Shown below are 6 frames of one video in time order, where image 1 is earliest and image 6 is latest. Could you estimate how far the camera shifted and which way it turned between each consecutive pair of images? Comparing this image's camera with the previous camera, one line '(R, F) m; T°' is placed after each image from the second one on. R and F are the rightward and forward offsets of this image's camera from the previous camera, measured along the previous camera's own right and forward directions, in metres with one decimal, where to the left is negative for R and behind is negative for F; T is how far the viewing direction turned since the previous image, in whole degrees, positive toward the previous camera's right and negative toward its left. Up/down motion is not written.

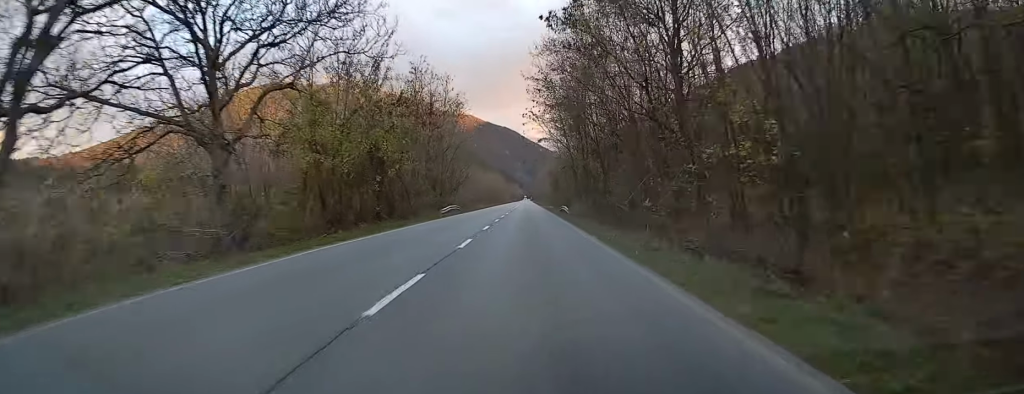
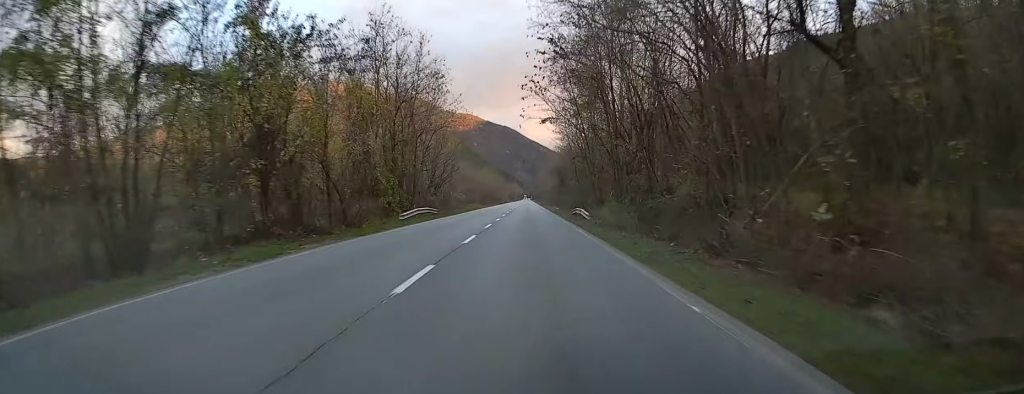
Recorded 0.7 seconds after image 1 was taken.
(0.0, +16.6) m; 0°
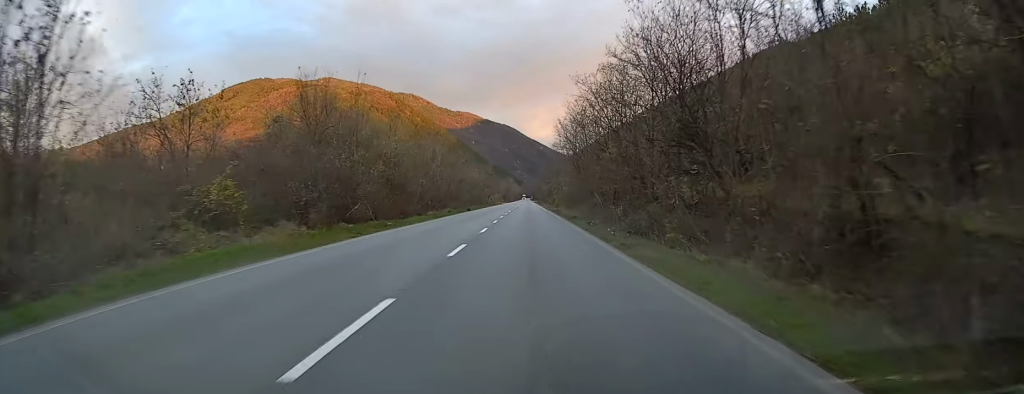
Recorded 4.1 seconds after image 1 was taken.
(0.0, +75.4) m; 0°
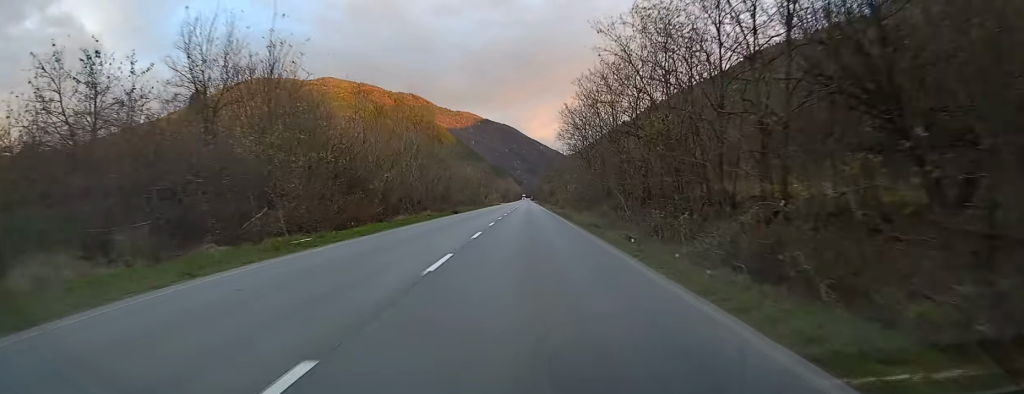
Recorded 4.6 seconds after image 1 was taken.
(-0.1, +11.9) m; 0°
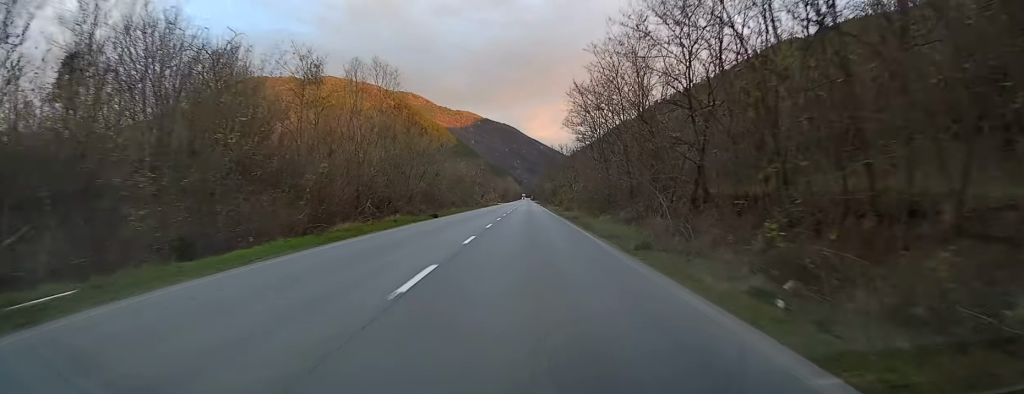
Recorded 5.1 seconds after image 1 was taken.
(-0.1, +11.2) m; 0°
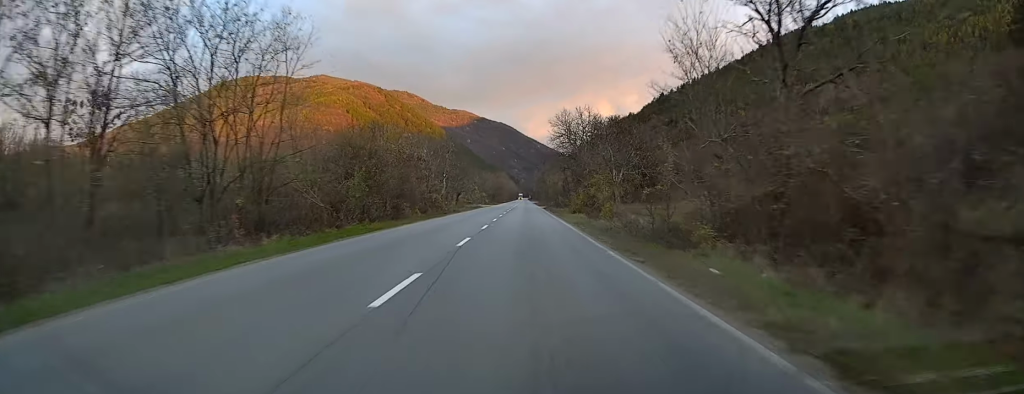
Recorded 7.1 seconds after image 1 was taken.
(+0.4, +45.9) m; 0°
